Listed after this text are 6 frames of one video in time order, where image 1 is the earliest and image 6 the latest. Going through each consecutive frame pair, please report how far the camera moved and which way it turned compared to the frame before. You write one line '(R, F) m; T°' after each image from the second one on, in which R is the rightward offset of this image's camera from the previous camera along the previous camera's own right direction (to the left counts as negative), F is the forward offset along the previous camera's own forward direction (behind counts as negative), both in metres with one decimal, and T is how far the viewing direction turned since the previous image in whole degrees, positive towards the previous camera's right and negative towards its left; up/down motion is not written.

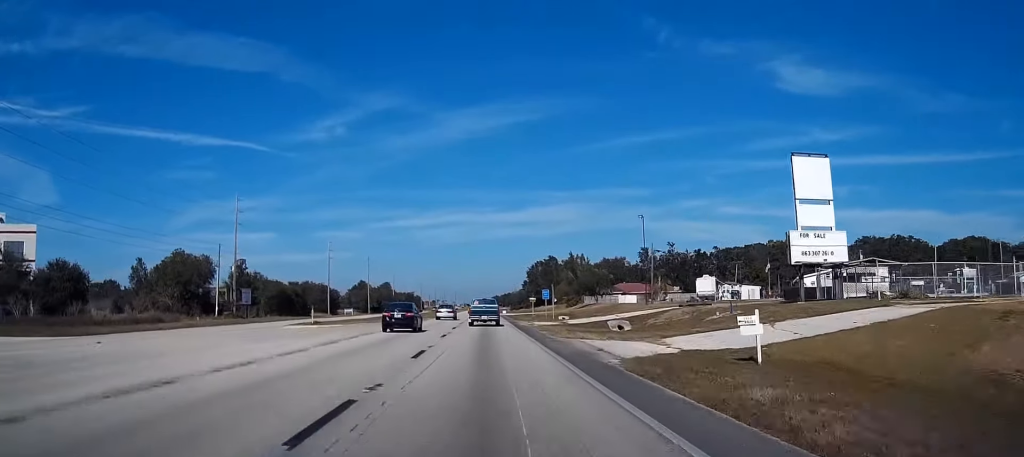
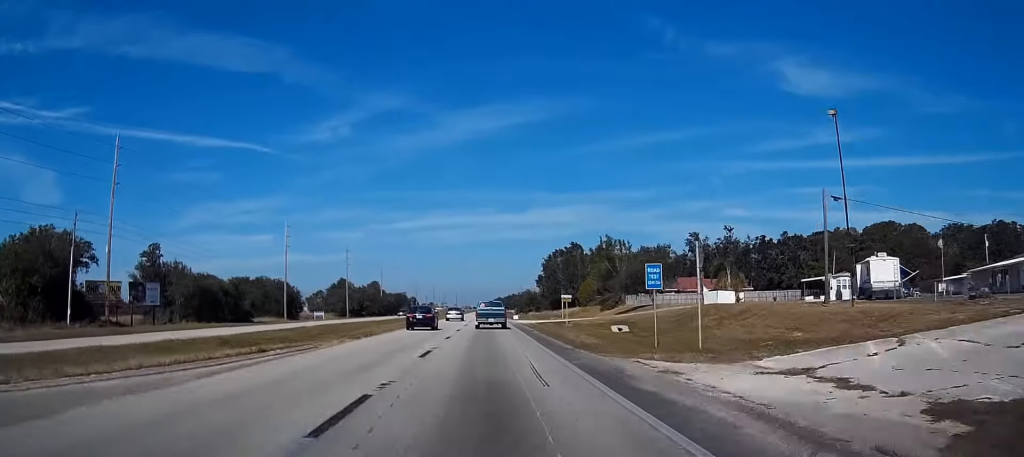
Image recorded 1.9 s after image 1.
(+0.3, +47.0) m; 0°
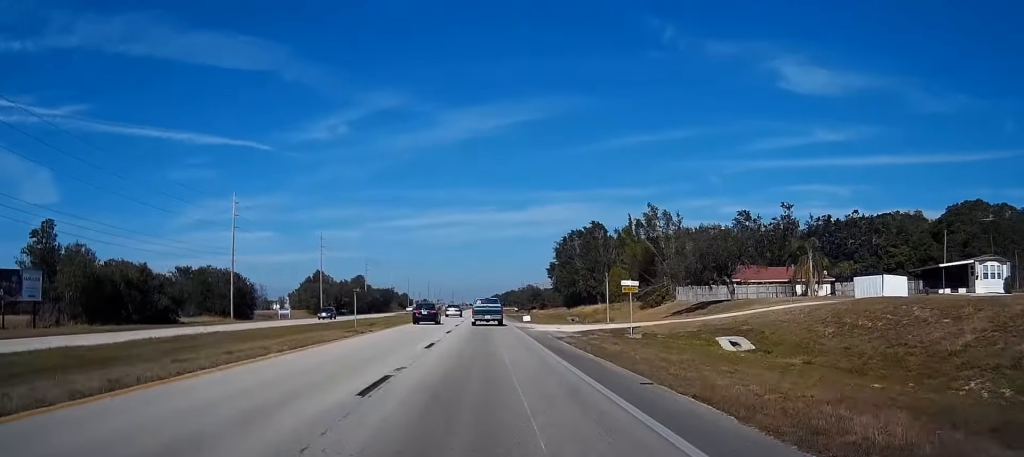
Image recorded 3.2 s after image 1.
(-0.1, +33.1) m; 0°
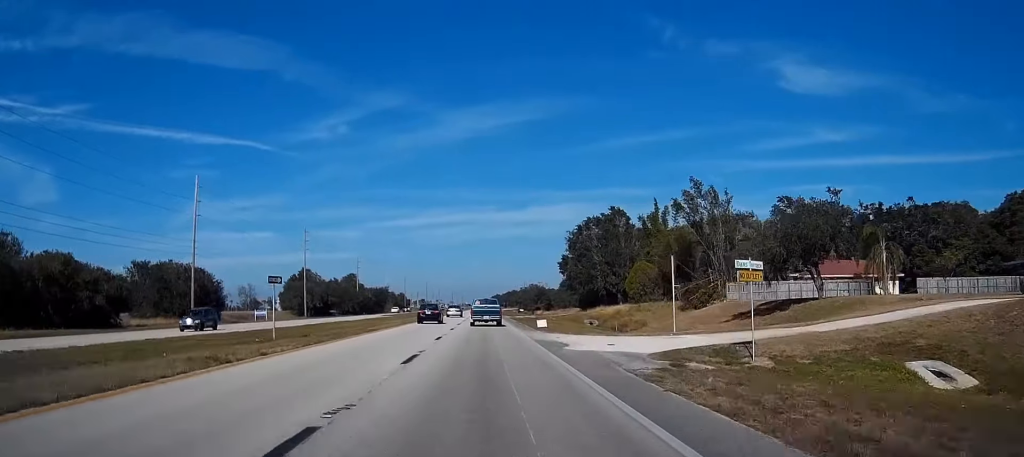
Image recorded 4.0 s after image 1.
(0.0, +18.3) m; 0°
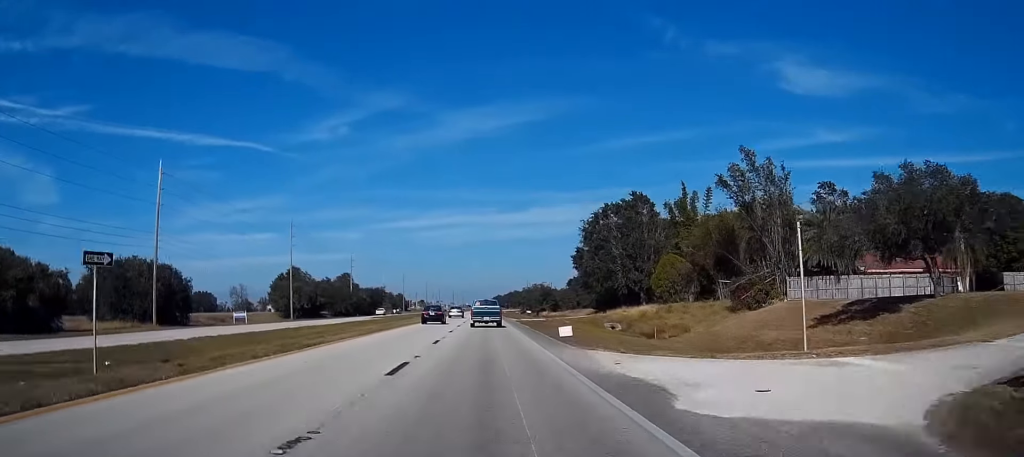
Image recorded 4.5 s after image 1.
(+0.1, +14.3) m; 0°
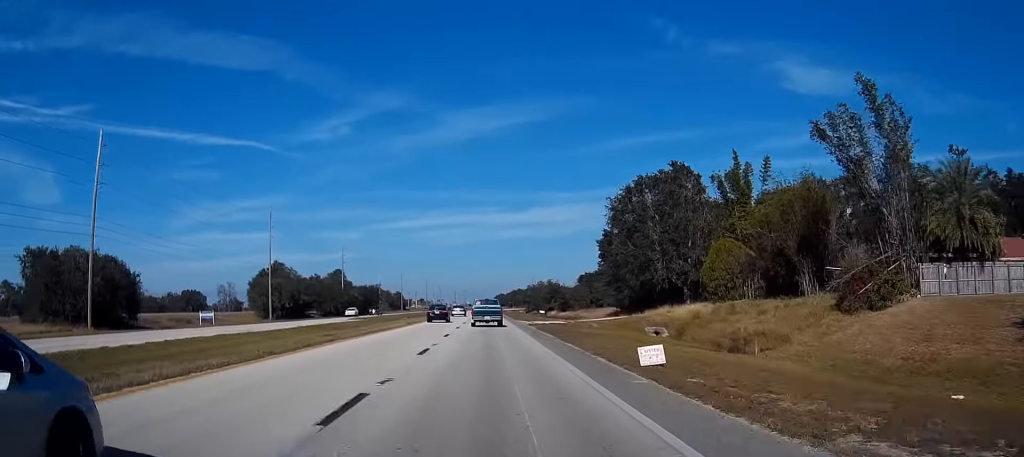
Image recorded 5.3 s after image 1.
(0.0, +18.6) m; 0°
